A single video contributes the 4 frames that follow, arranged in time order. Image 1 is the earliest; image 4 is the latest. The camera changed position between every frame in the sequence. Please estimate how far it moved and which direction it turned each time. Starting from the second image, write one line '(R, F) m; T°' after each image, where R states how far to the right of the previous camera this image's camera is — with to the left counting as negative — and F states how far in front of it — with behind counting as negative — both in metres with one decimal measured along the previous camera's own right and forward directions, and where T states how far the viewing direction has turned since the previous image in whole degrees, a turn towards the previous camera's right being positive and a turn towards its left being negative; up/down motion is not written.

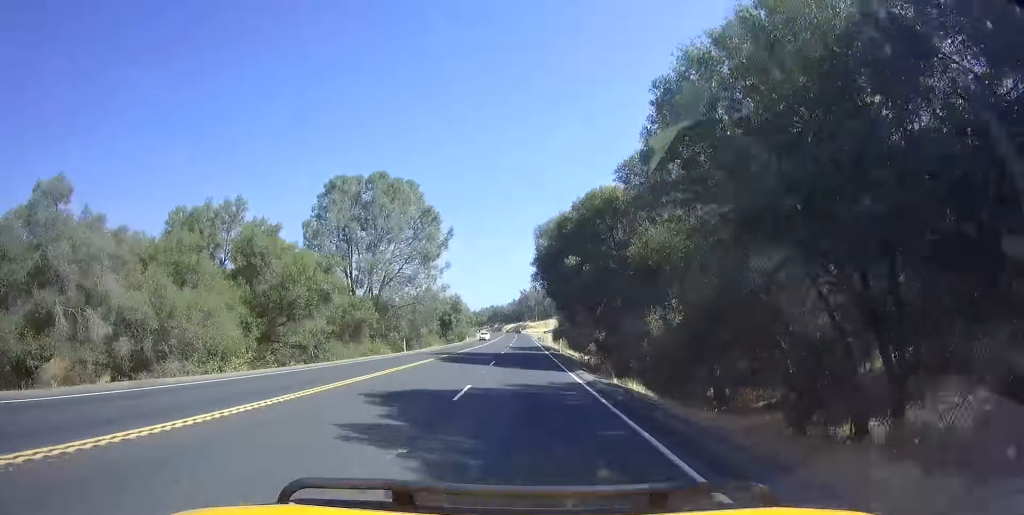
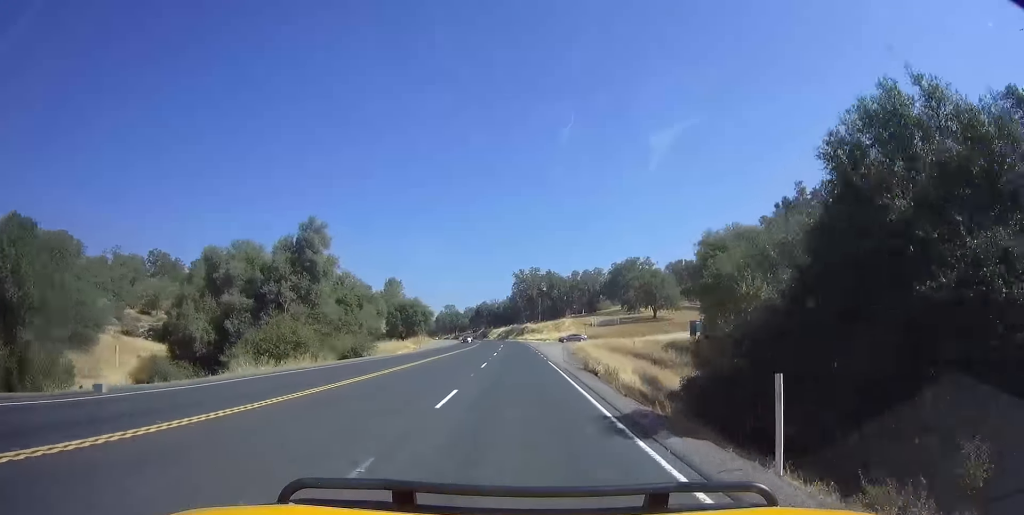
(-1.9, +89.2) m; -1°
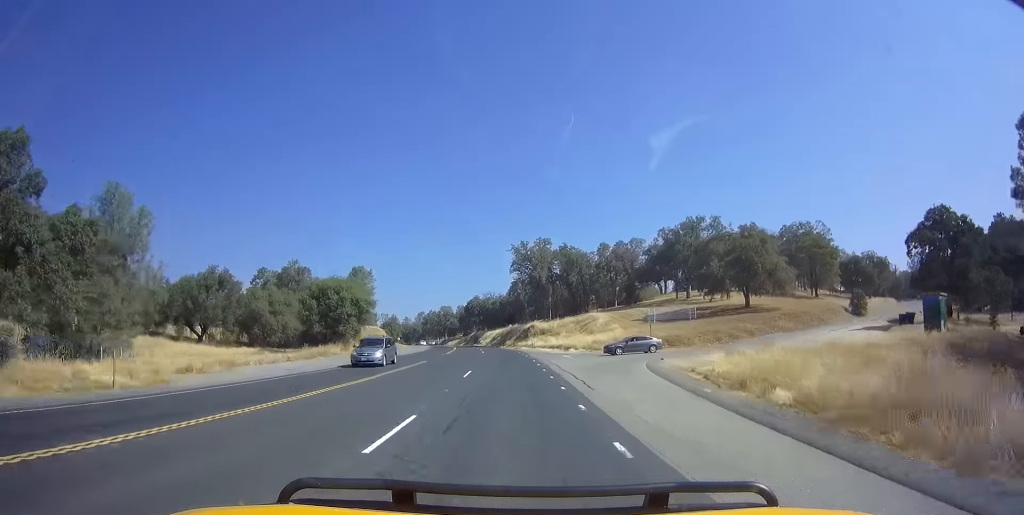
(-0.4, +47.7) m; -1°
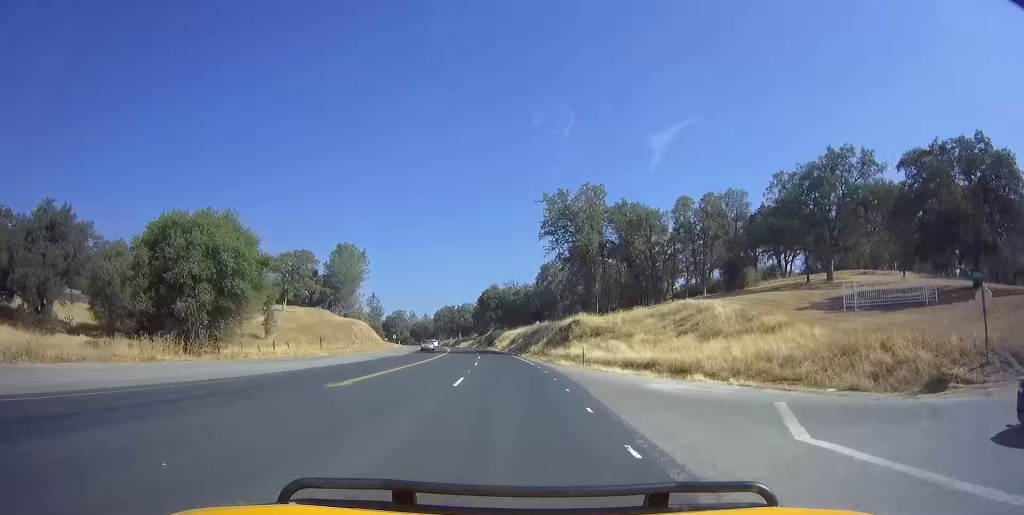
(0.0, +36.3) m; -1°
